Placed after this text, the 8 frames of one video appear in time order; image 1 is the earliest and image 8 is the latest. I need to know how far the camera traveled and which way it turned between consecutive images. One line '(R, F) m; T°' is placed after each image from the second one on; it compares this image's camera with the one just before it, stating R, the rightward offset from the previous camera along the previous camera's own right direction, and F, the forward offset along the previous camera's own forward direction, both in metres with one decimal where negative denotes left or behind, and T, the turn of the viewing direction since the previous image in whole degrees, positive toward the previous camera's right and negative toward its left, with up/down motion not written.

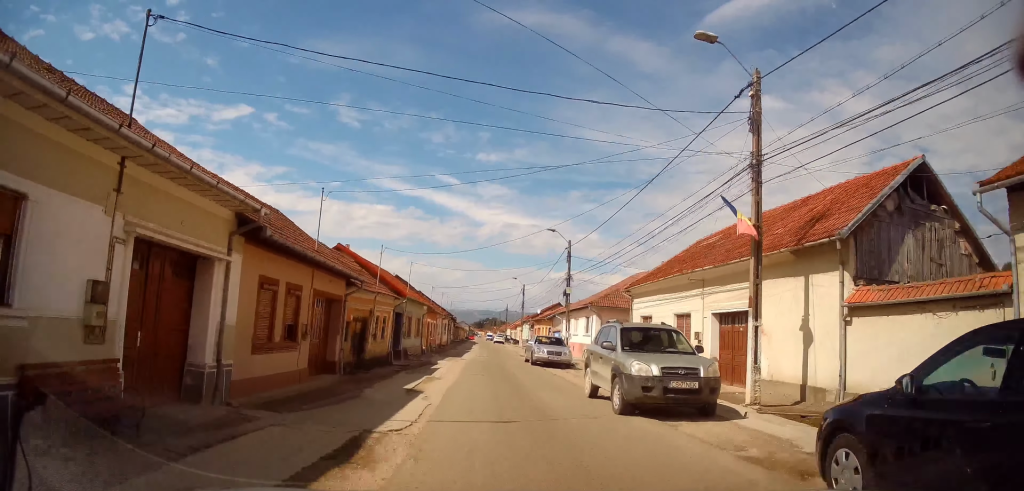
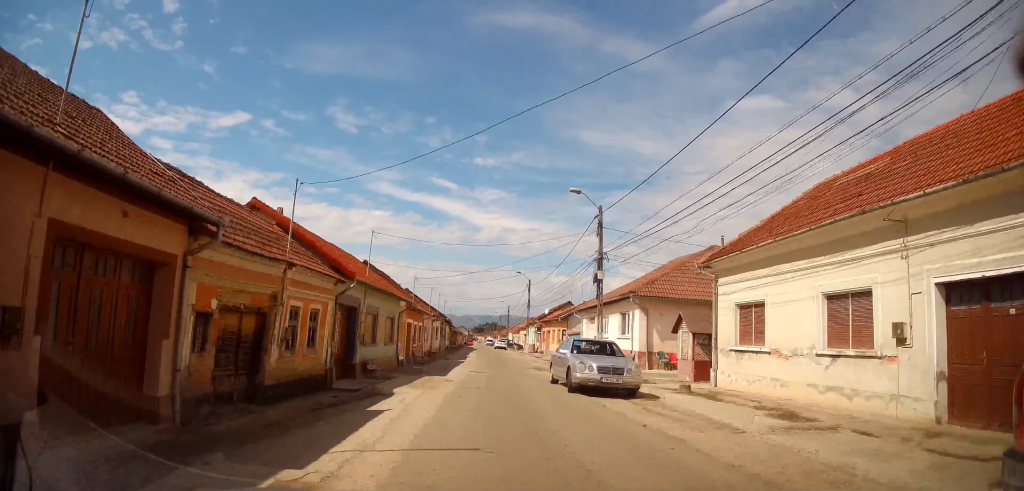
(+0.1, +11.1) m; 0°
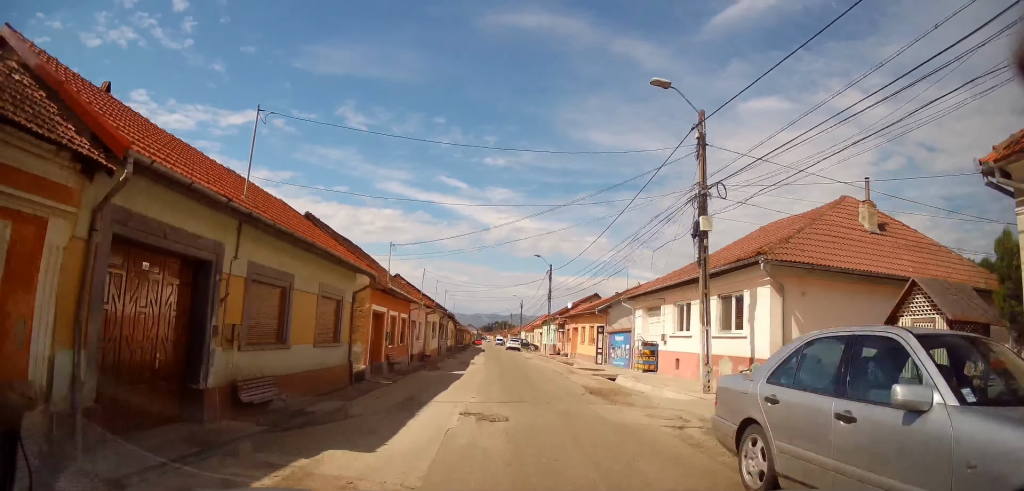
(0.0, +12.4) m; -1°
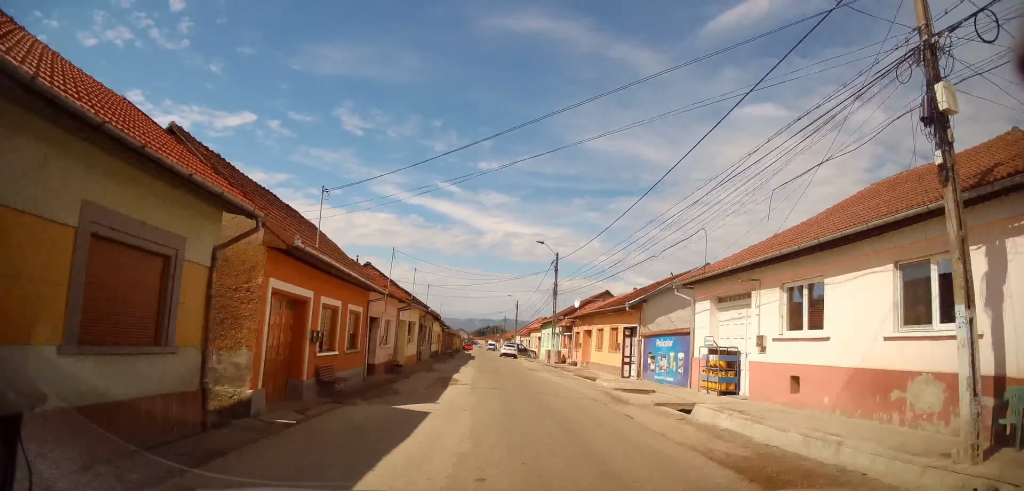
(-0.3, +9.5) m; 0°
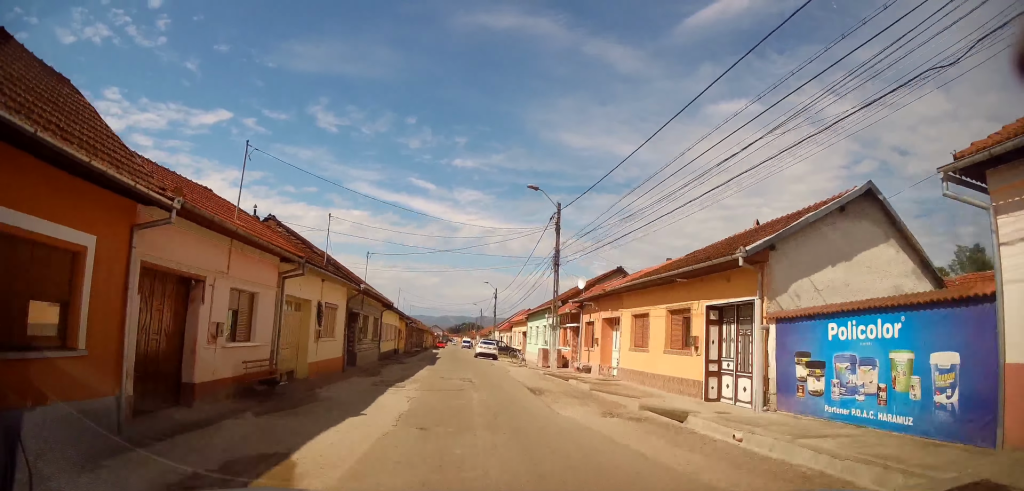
(+0.7, +13.7) m; +3°
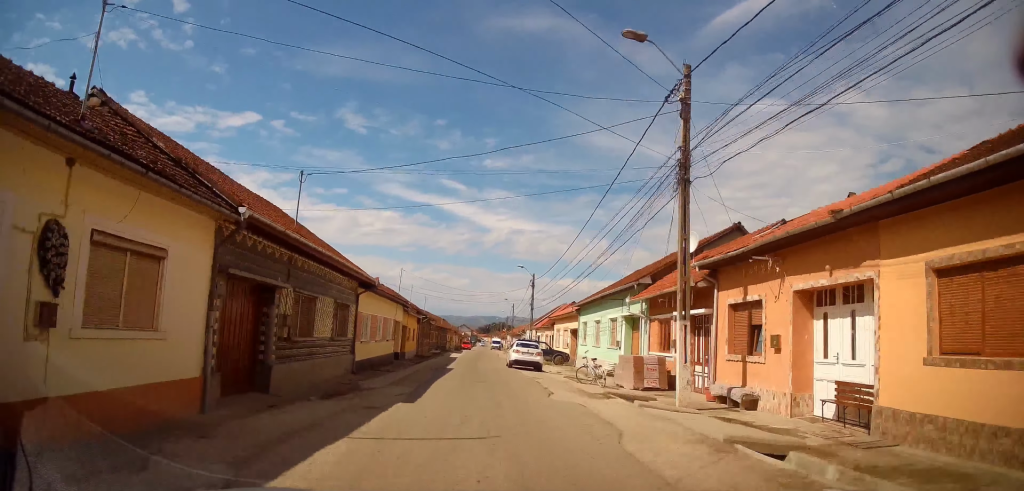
(0.0, +14.6) m; -3°
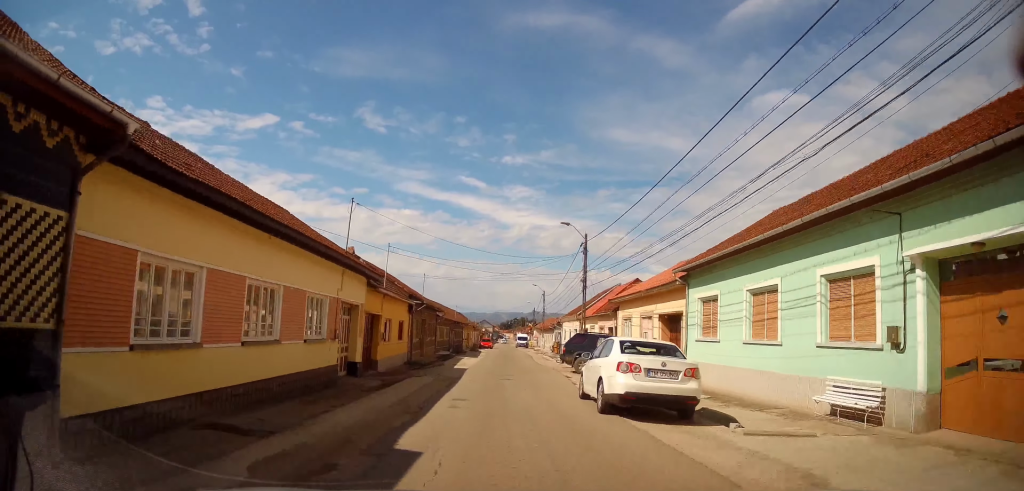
(-0.8, +18.4) m; -3°
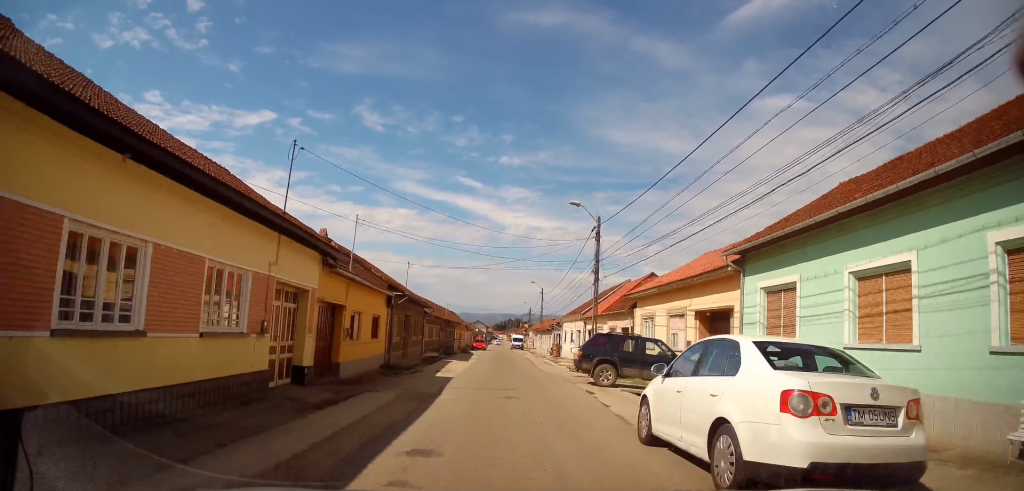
(0.0, +5.2) m; 0°
